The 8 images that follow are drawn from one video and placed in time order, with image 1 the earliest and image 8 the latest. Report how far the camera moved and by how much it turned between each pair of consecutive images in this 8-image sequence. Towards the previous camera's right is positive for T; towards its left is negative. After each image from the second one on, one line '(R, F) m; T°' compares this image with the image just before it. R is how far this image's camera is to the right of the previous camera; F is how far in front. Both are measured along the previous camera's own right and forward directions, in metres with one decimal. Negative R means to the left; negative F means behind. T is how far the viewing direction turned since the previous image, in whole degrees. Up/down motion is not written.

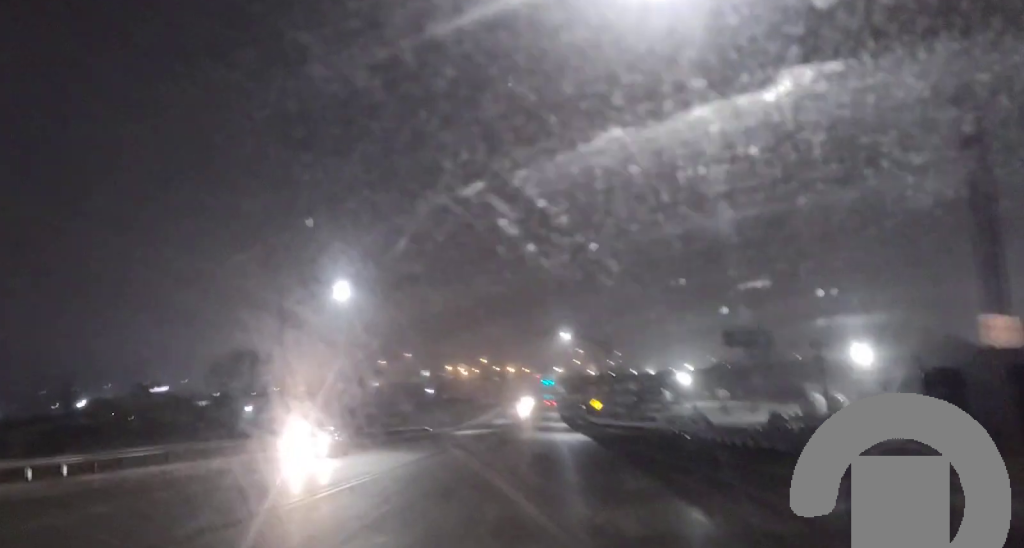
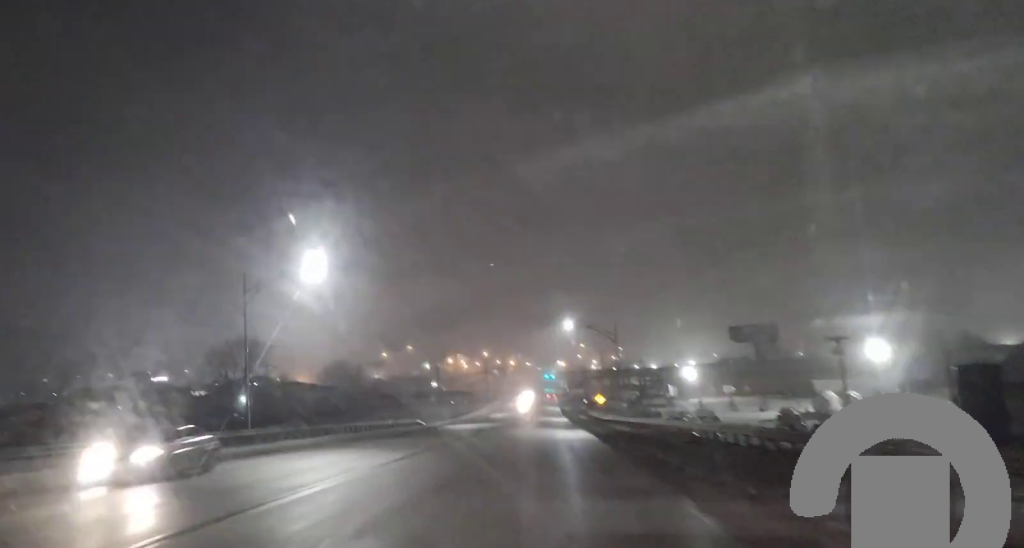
(+0.1, +6.5) m; 0°
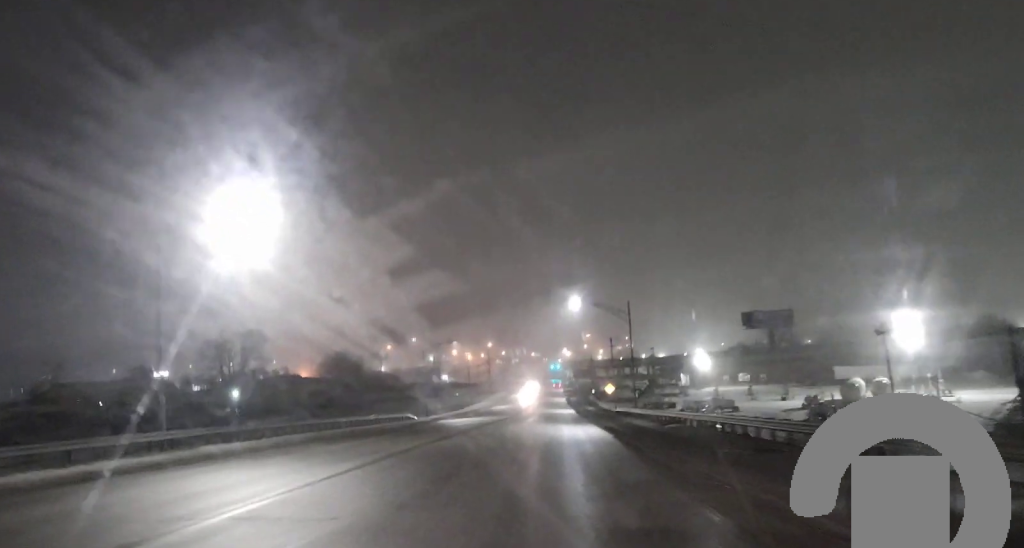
(-0.2, +10.3) m; 0°
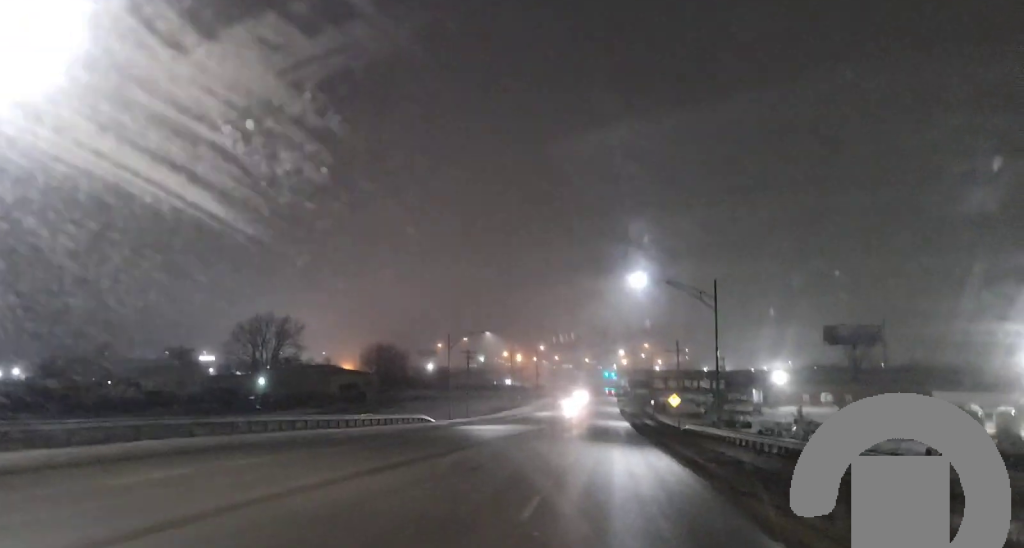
(+0.1, +17.0) m; +1°
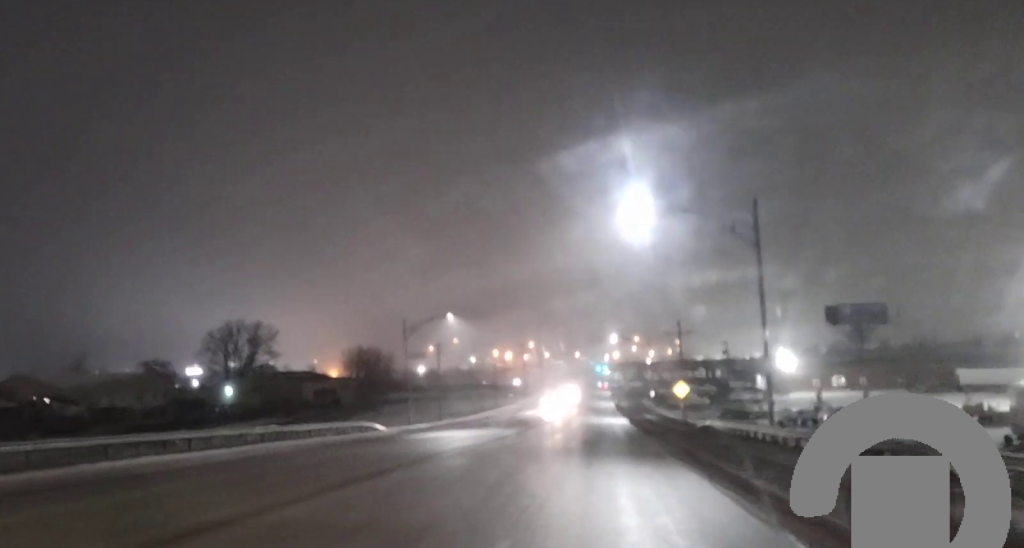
(+0.1, +17.6) m; 0°
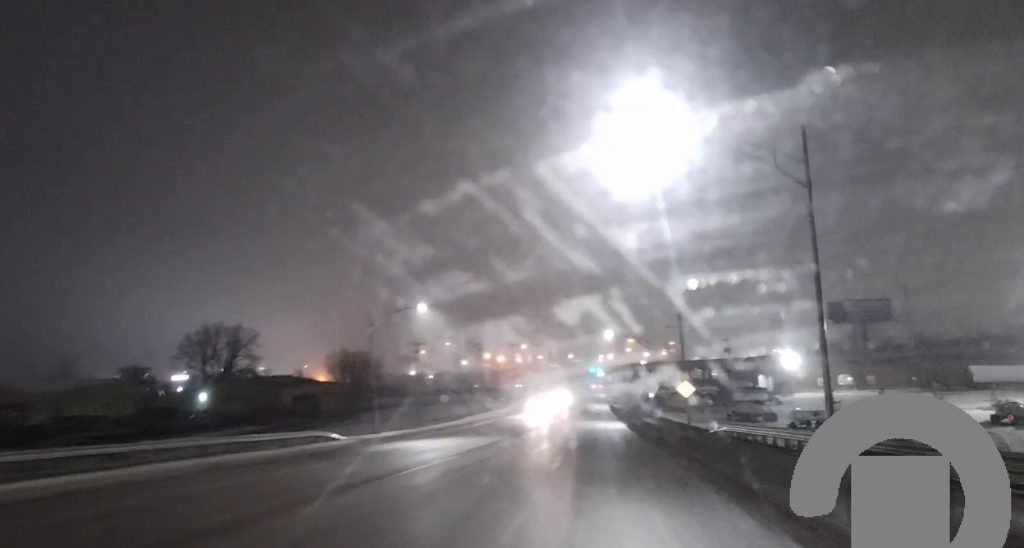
(0.0, +8.7) m; -1°
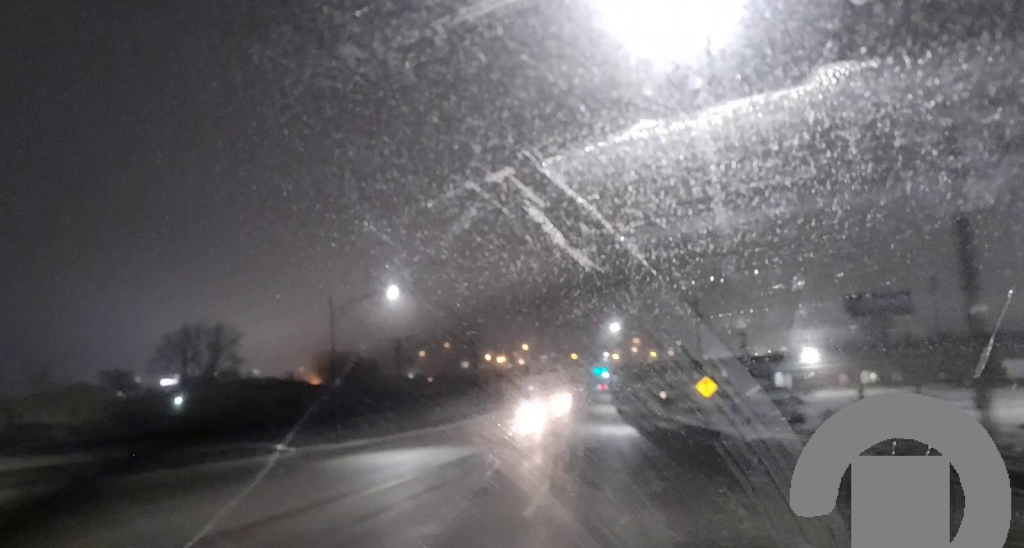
(-0.1, +8.9) m; 0°
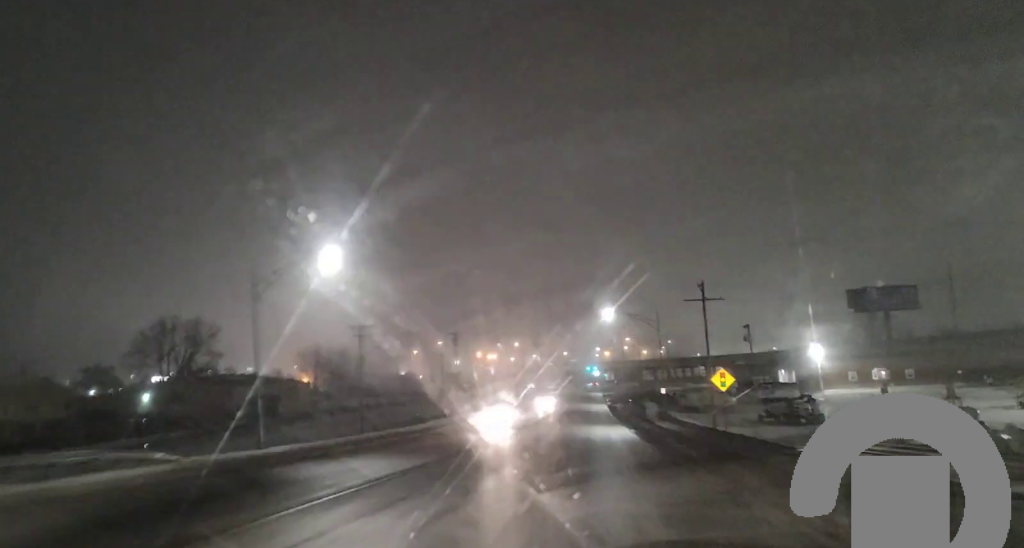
(0.0, +12.1) m; 0°
